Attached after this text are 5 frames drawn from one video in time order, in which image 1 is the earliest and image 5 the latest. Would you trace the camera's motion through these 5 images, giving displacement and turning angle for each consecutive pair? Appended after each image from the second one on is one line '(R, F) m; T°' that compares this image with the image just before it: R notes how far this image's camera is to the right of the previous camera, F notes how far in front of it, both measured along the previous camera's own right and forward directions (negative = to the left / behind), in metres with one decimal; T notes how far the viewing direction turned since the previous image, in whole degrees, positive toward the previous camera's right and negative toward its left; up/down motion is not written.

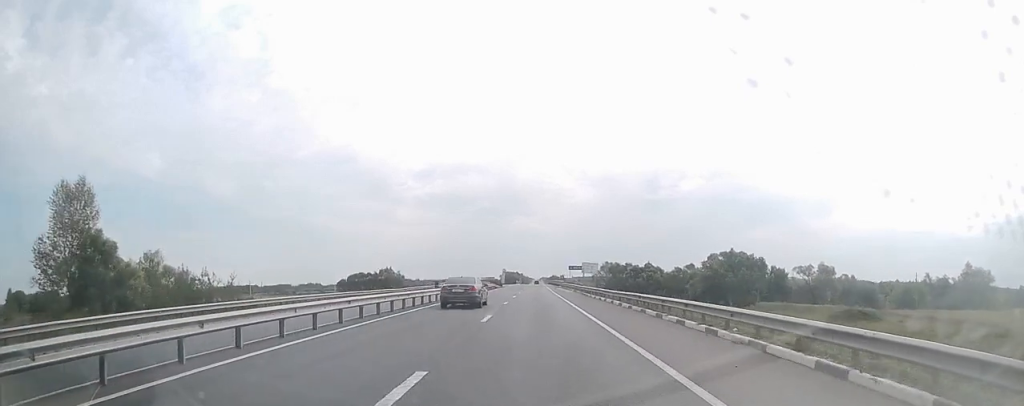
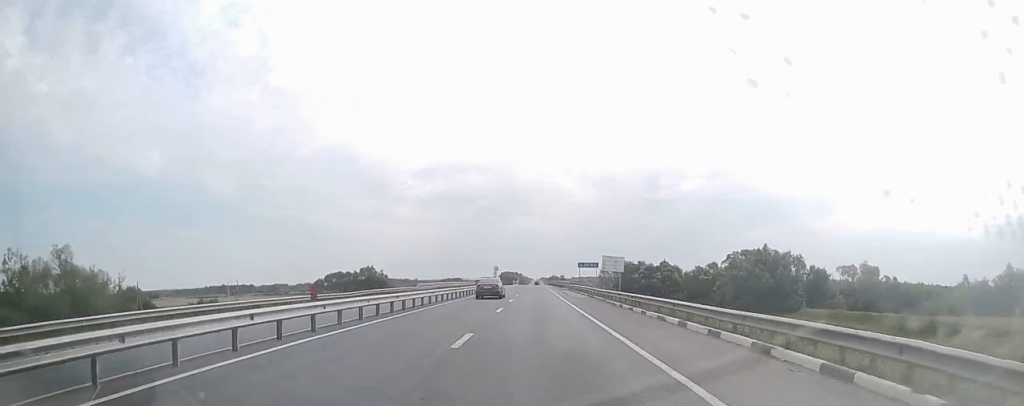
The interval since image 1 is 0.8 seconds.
(-0.1, +18.1) m; 0°
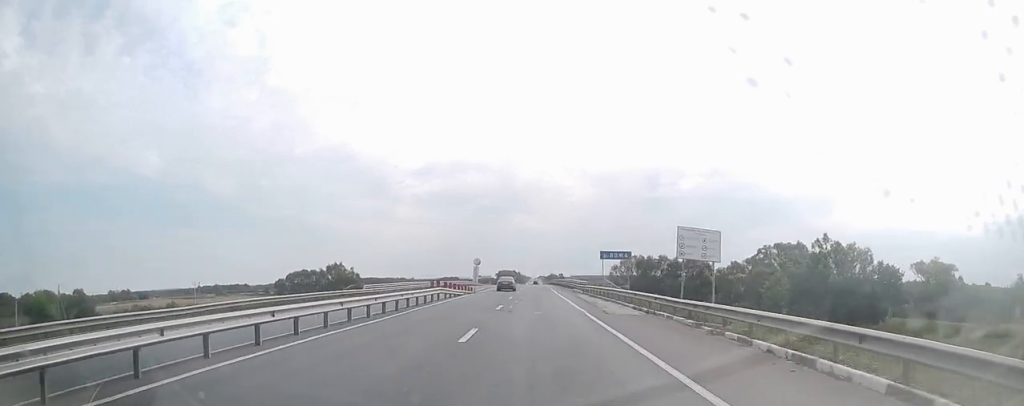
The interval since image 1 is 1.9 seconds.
(0.0, +22.9) m; 0°
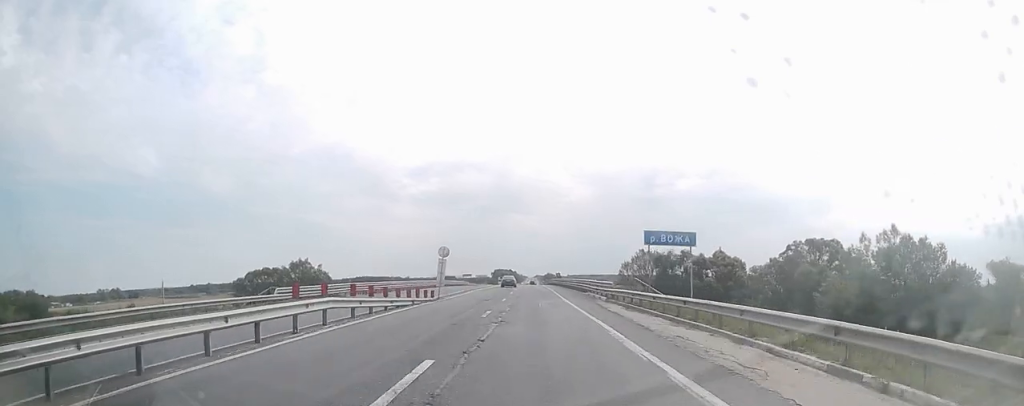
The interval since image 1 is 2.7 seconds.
(0.0, +17.8) m; +1°
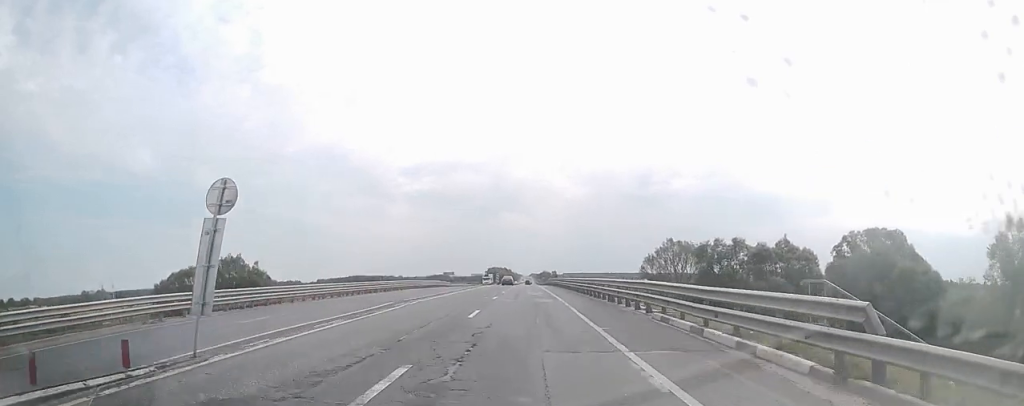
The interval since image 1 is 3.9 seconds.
(+0.4, +24.6) m; +1°
